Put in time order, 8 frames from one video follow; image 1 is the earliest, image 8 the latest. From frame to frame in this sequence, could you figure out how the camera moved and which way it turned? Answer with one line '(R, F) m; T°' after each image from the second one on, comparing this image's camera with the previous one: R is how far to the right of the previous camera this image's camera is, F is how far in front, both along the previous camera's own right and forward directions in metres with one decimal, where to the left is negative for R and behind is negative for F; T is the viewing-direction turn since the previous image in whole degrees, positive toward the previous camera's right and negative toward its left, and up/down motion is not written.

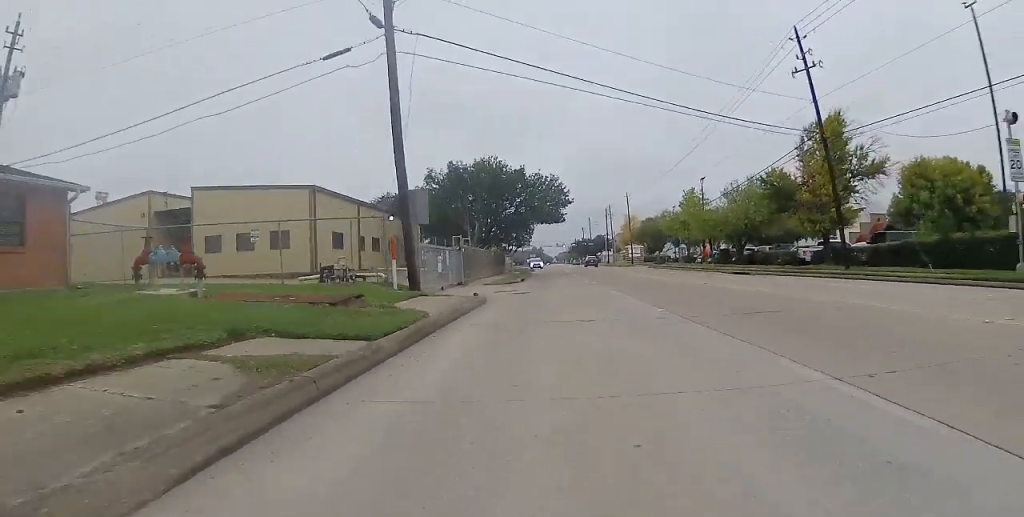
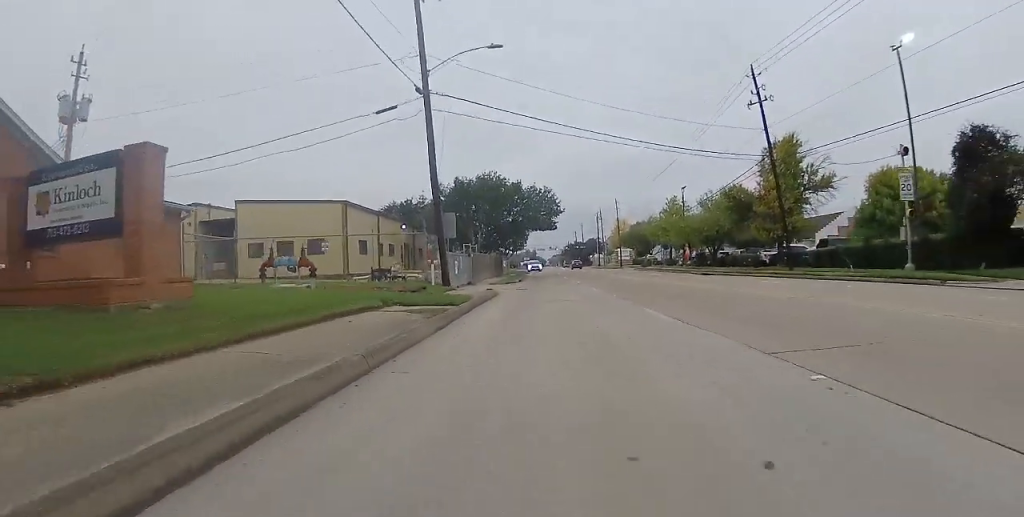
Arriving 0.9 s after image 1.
(+0.4, +5.6) m; +4°
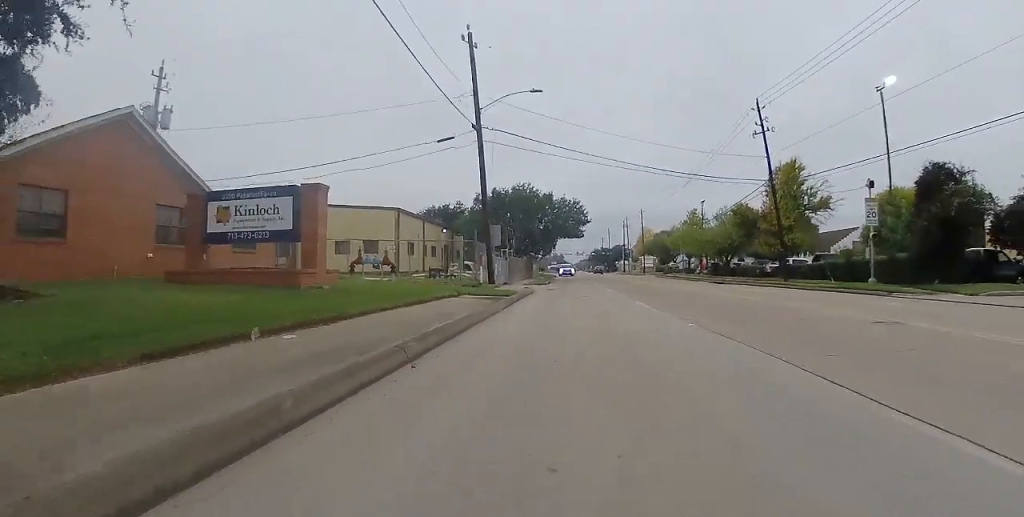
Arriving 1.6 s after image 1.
(0.0, +4.6) m; 0°
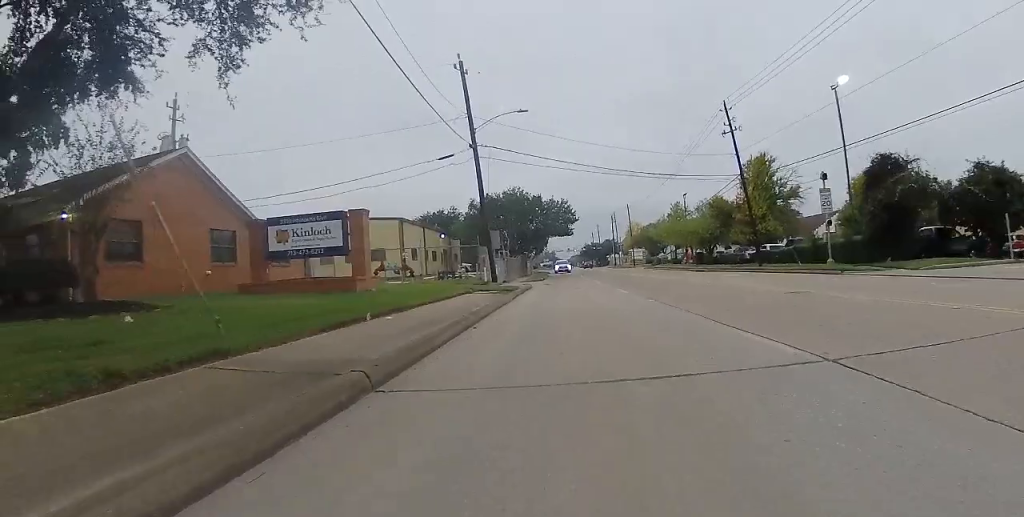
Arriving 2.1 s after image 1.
(0.0, +3.3) m; 0°
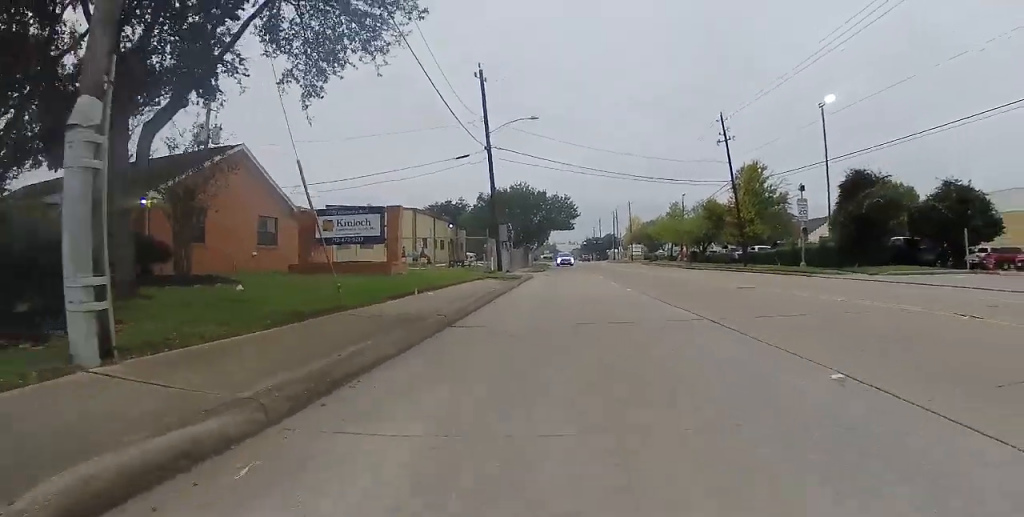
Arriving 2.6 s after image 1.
(0.0, +3.0) m; 0°
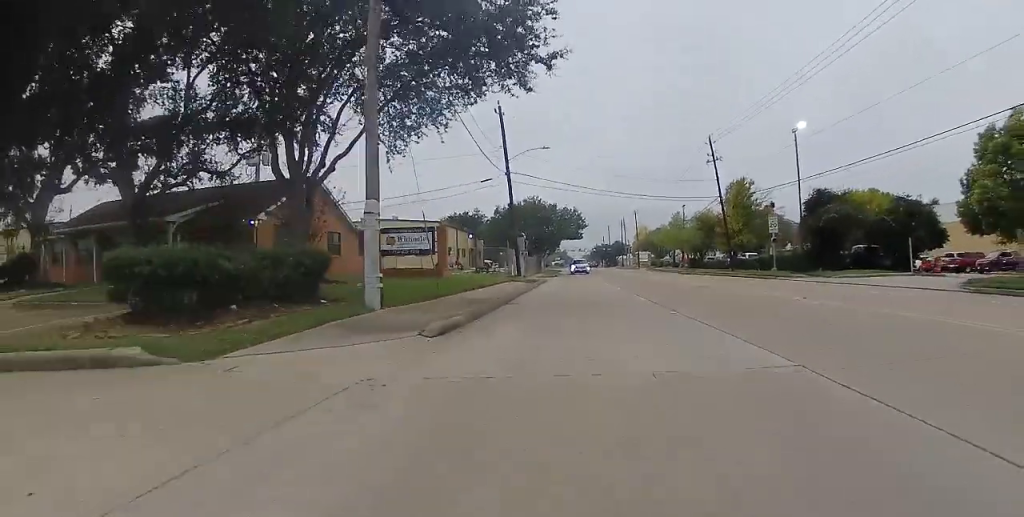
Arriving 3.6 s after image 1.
(0.0, +5.4) m; 0°
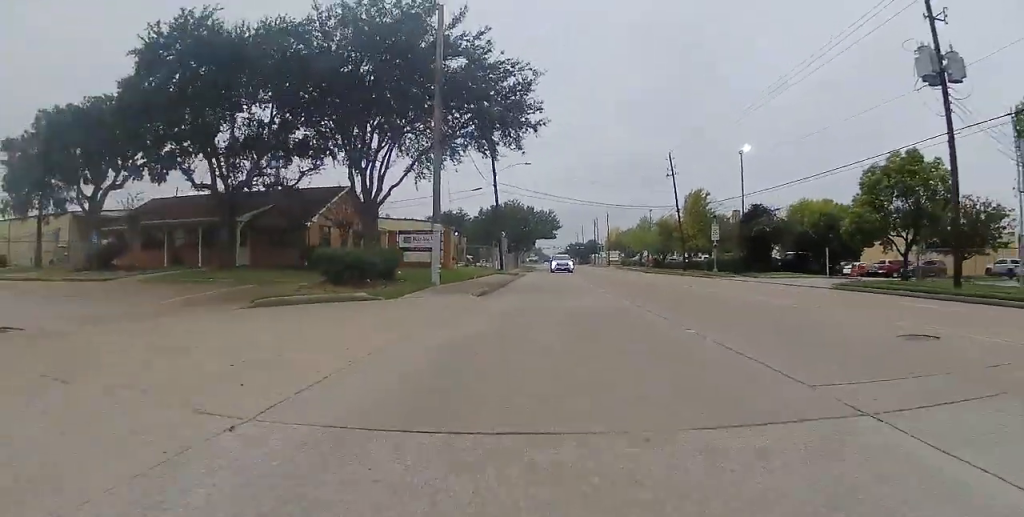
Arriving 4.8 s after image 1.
(0.0, +6.5) m; 0°
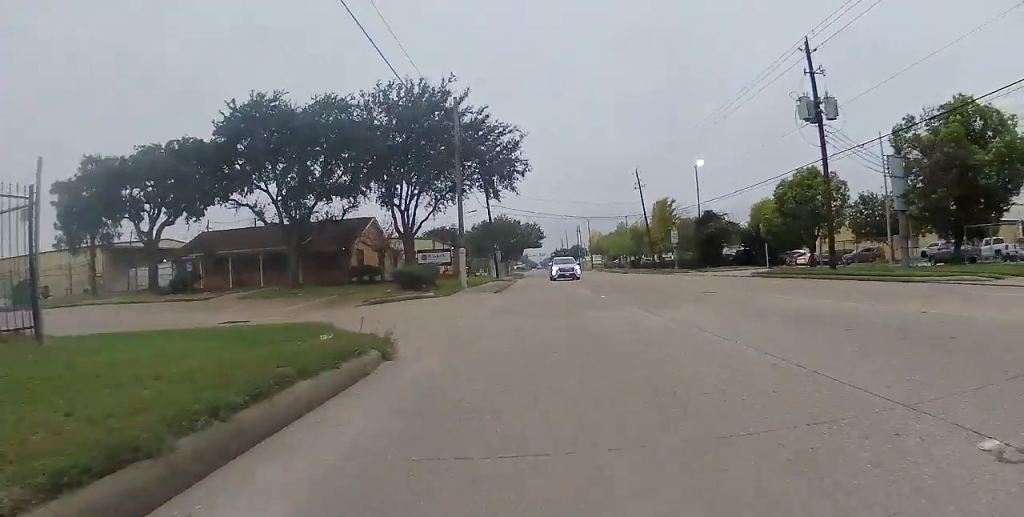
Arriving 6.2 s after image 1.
(0.0, +7.4) m; 0°
